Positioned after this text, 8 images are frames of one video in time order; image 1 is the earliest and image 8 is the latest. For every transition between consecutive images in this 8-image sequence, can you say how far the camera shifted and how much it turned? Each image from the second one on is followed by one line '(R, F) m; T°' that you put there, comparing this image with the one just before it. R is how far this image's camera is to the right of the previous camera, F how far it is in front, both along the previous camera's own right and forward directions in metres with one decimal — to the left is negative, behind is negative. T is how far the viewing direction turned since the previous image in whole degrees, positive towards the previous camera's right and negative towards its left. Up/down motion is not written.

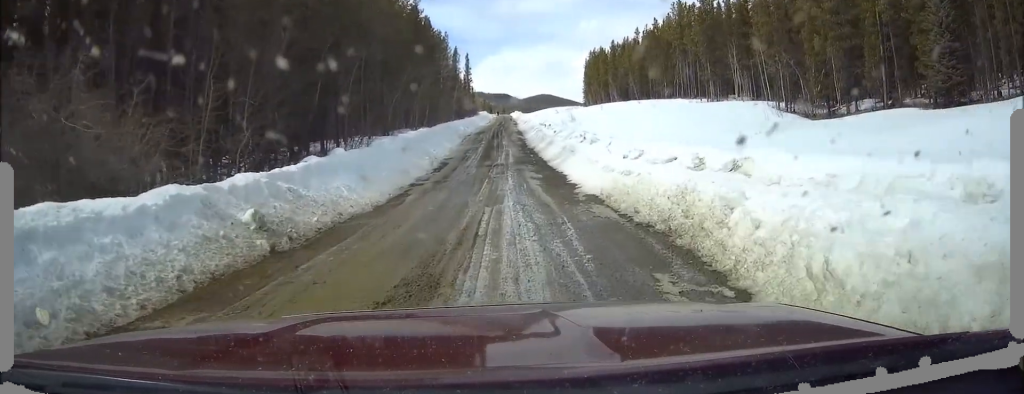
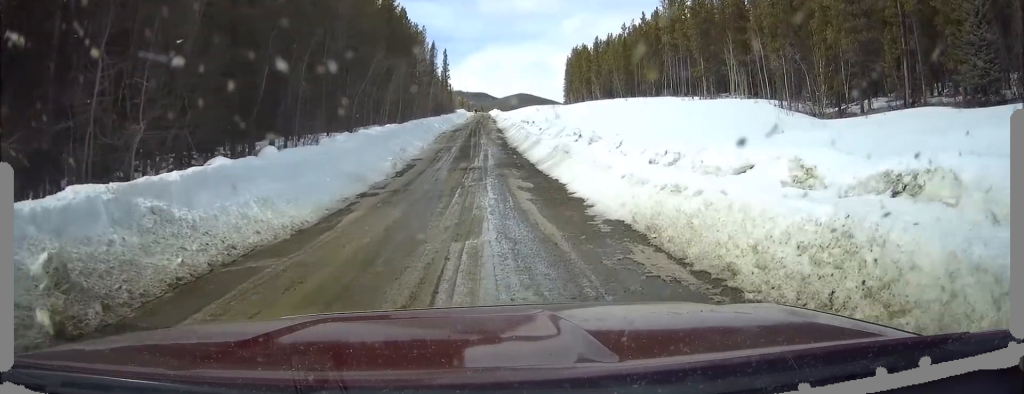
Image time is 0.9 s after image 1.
(0.0, +5.3) m; -2°
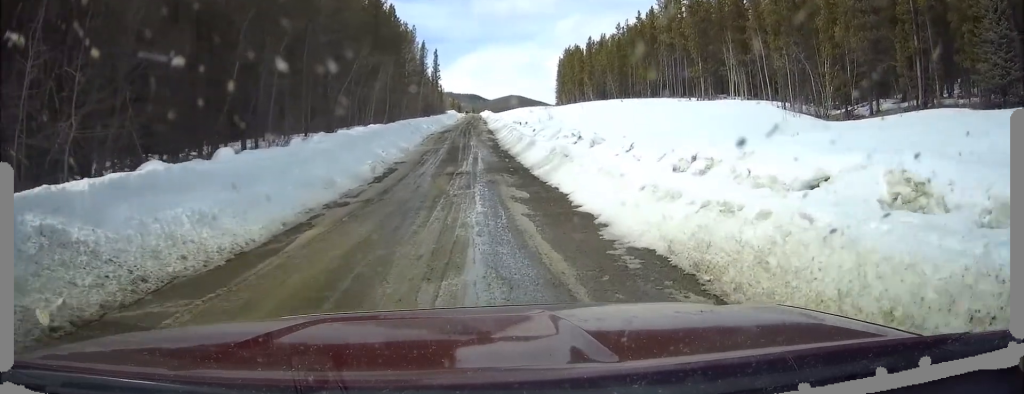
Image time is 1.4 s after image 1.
(0.0, +2.5) m; -1°
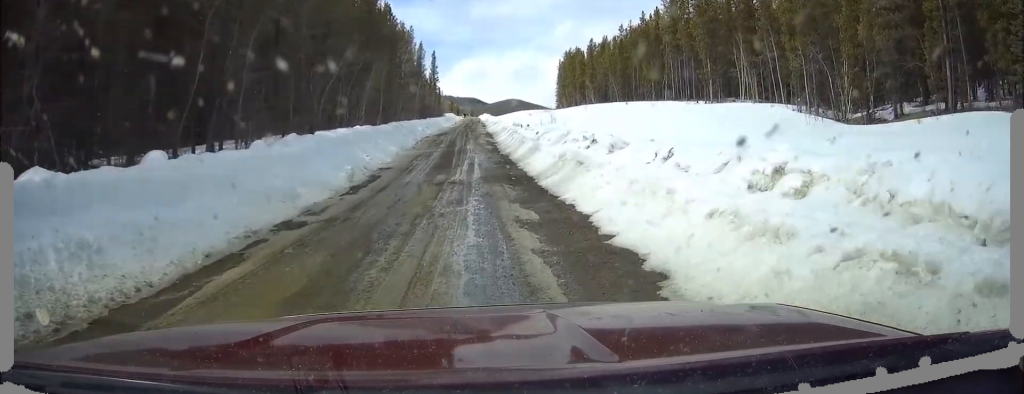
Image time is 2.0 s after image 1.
(-0.1, +3.7) m; -2°
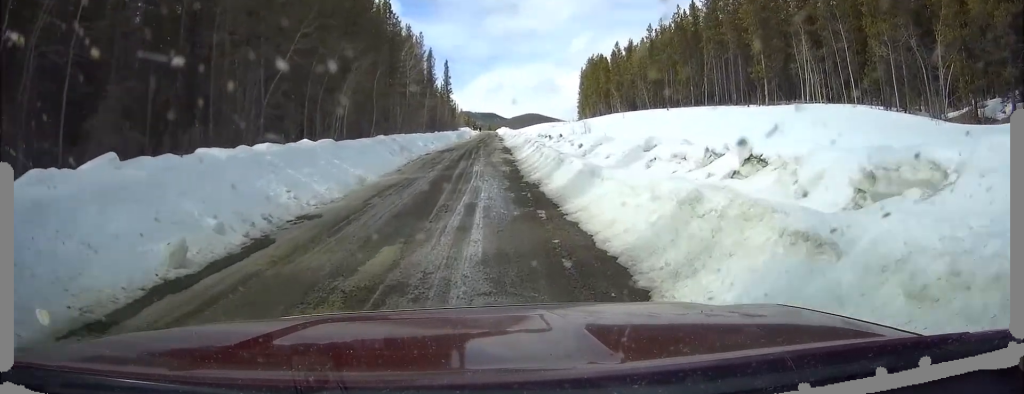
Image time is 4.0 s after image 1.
(-0.7, +12.6) m; -6°
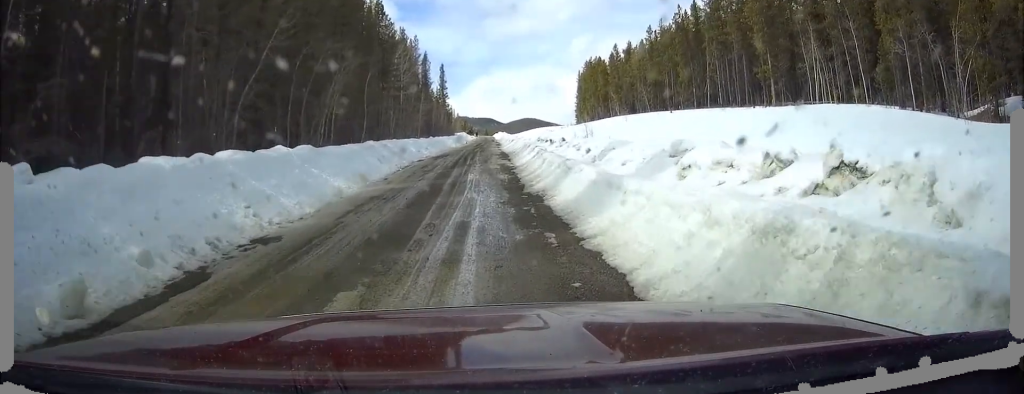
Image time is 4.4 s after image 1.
(0.0, +2.6) m; -1°
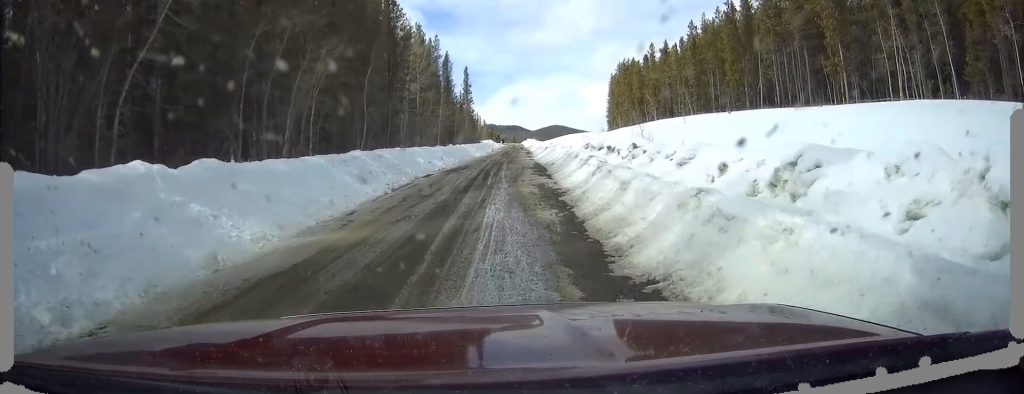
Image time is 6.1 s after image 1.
(-0.2, +9.8) m; +1°
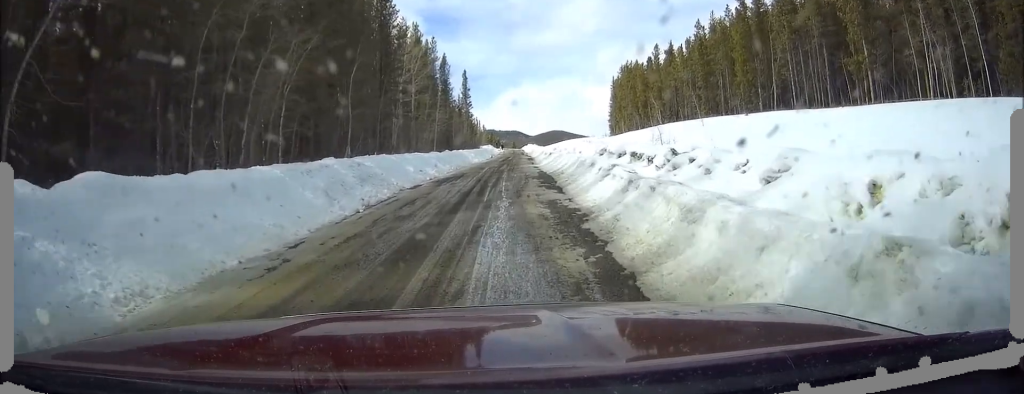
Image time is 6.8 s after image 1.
(+0.1, +4.2) m; +1°
